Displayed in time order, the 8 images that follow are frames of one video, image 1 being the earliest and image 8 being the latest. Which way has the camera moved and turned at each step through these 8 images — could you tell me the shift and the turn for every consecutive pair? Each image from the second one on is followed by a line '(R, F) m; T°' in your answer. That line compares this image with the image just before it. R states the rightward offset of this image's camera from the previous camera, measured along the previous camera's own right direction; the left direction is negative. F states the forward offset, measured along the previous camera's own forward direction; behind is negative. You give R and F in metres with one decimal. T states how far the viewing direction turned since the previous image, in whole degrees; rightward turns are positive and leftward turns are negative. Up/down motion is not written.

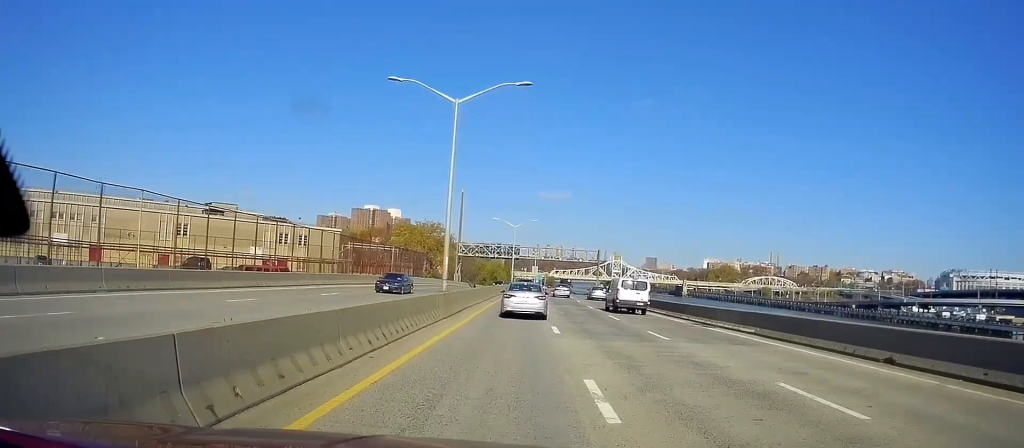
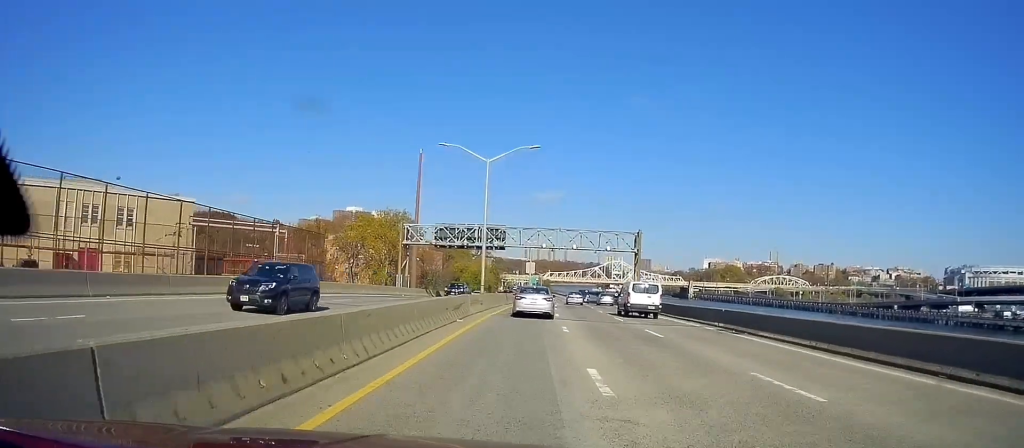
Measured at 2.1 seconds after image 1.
(+1.0, +44.6) m; +2°
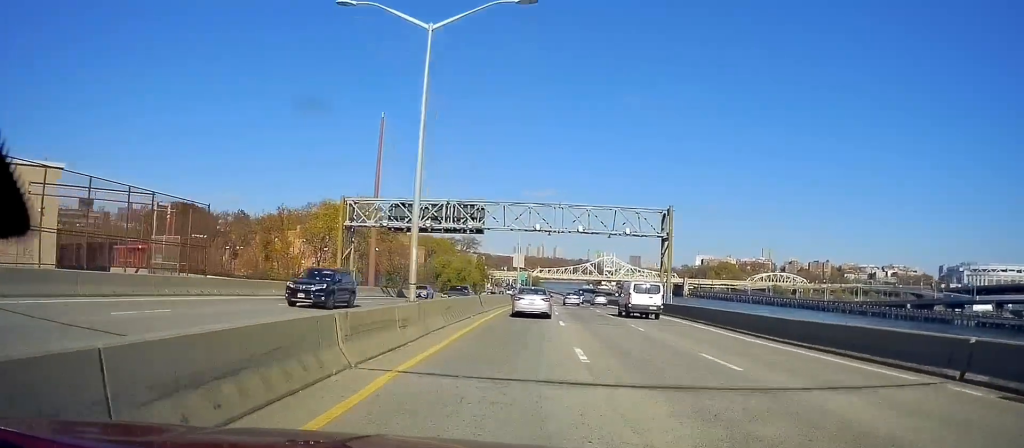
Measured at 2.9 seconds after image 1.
(-0.3, +17.9) m; -1°
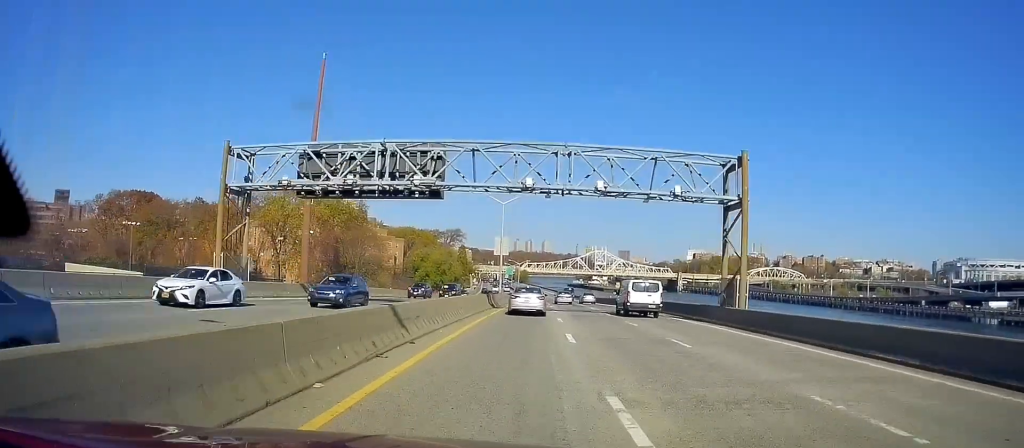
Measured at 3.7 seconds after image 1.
(-0.1, +18.0) m; +1°
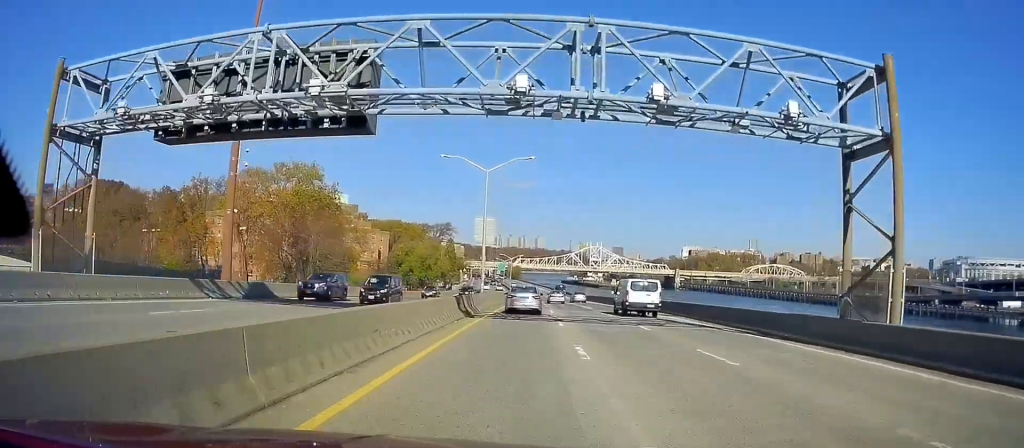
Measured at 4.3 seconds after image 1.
(+0.1, +13.1) m; +1°
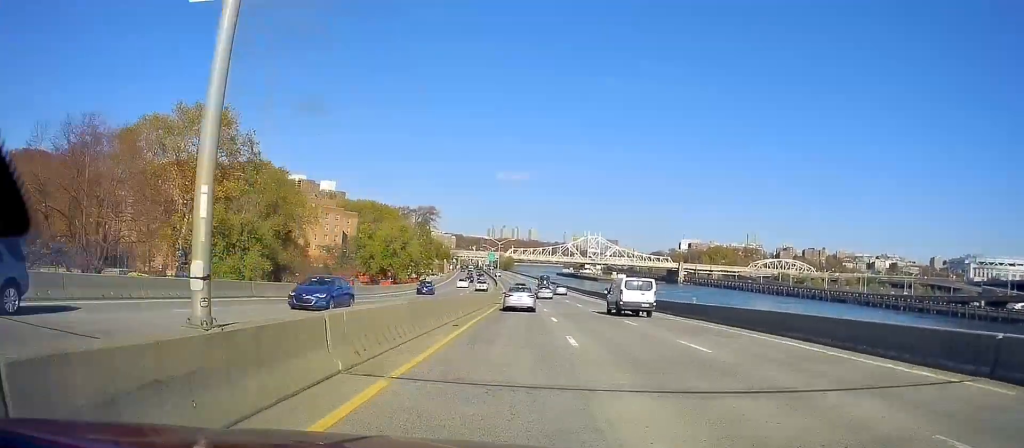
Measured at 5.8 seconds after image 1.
(+1.0, +31.6) m; +2°
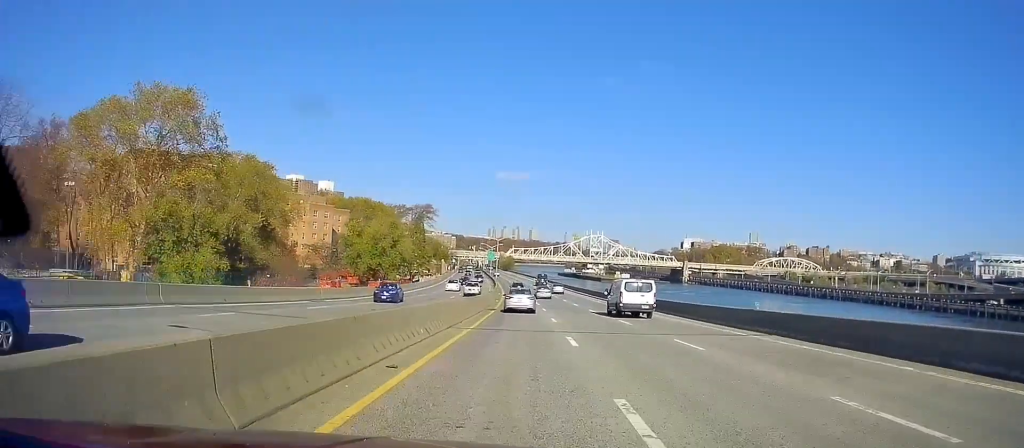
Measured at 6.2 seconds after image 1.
(+0.2, +9.6) m; 0°
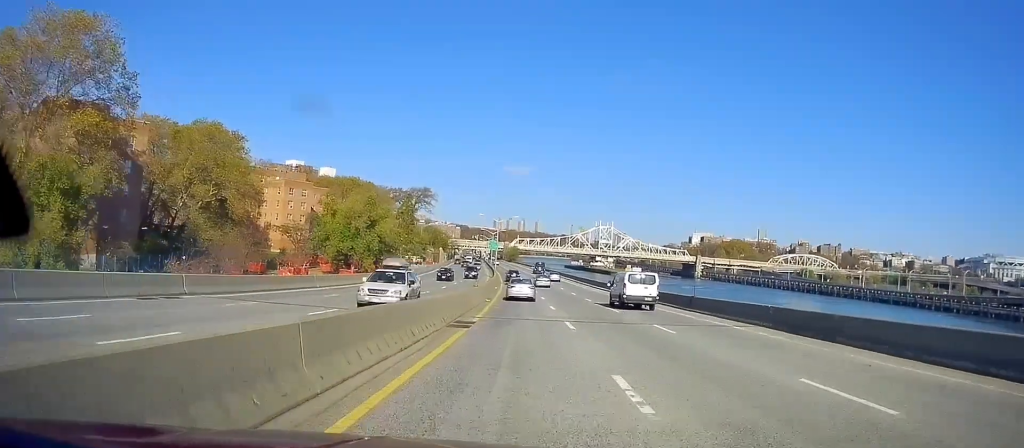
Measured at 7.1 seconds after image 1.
(-0.3, +19.8) m; 0°
